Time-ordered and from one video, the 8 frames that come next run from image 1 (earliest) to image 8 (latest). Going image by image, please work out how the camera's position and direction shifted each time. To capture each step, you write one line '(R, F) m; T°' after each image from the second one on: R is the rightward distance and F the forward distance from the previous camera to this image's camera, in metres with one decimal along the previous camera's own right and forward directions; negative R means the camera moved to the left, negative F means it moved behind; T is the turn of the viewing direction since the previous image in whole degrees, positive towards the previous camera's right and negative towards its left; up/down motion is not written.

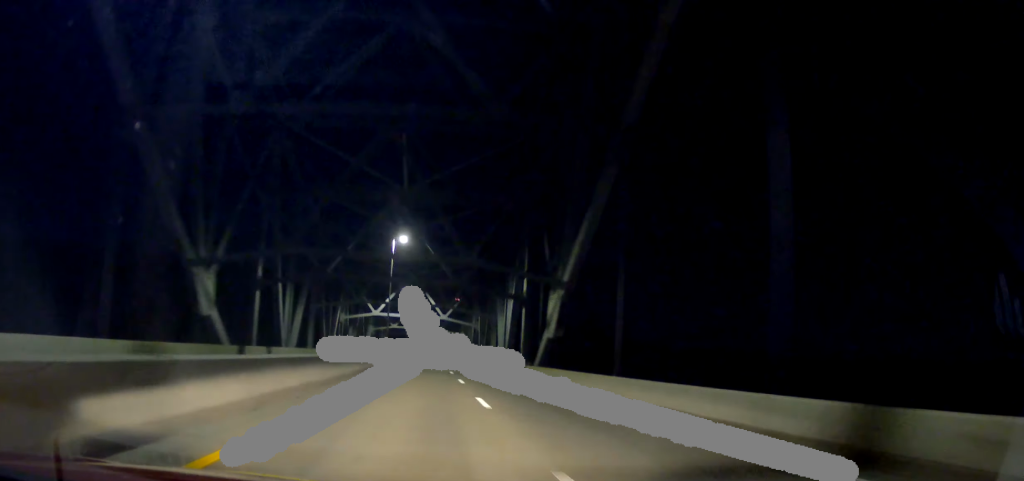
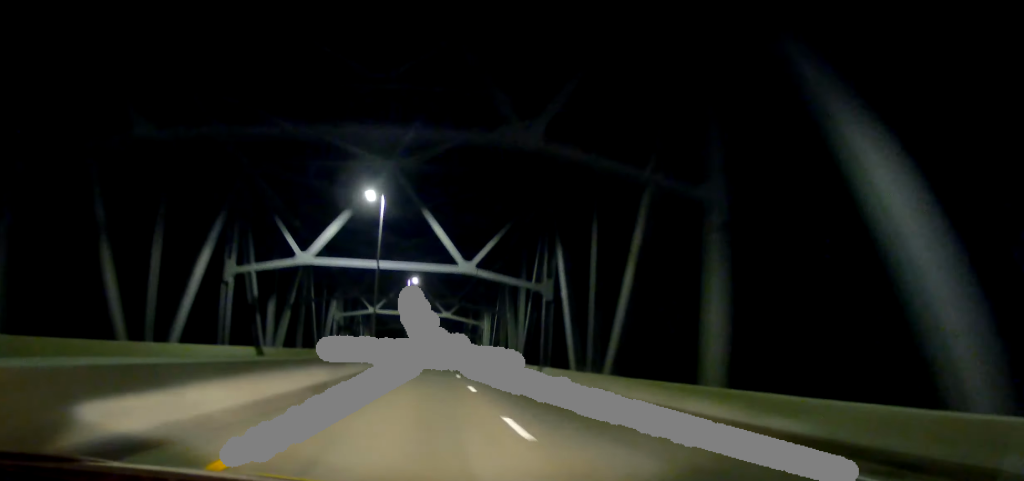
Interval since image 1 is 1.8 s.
(+0.7, +54.1) m; +2°
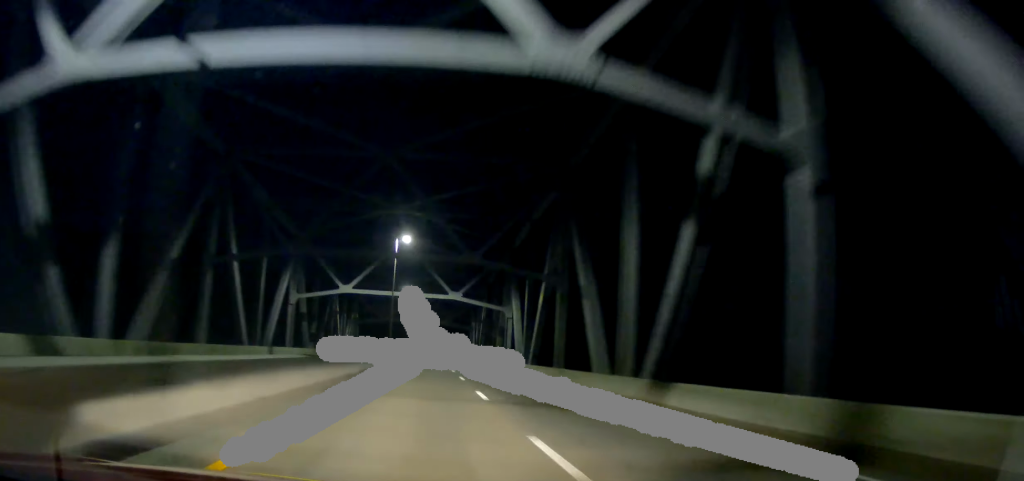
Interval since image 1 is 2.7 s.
(+0.1, +27.4) m; -1°
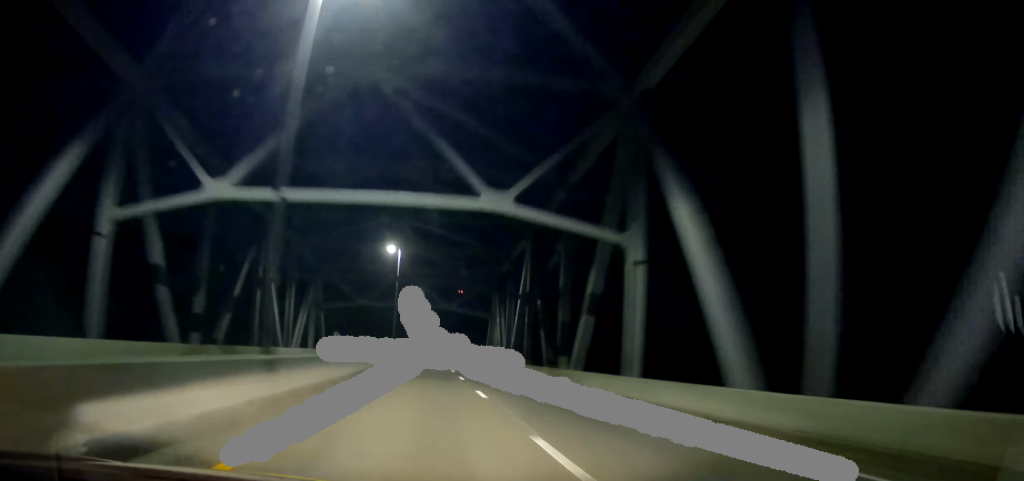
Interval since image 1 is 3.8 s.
(-0.6, +35.6) m; 0°
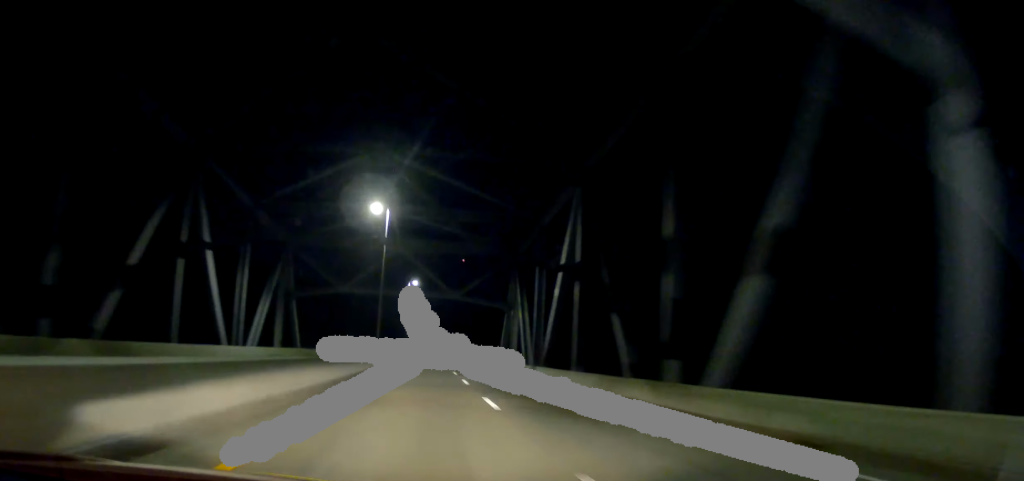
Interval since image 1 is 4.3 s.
(-0.2, +15.4) m; +1°
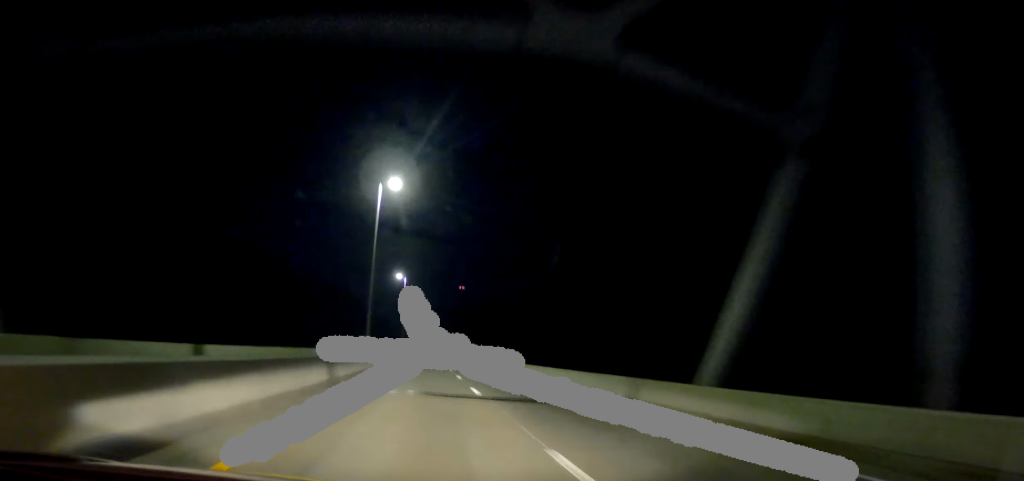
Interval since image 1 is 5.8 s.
(+0.7, +46.1) m; 0°
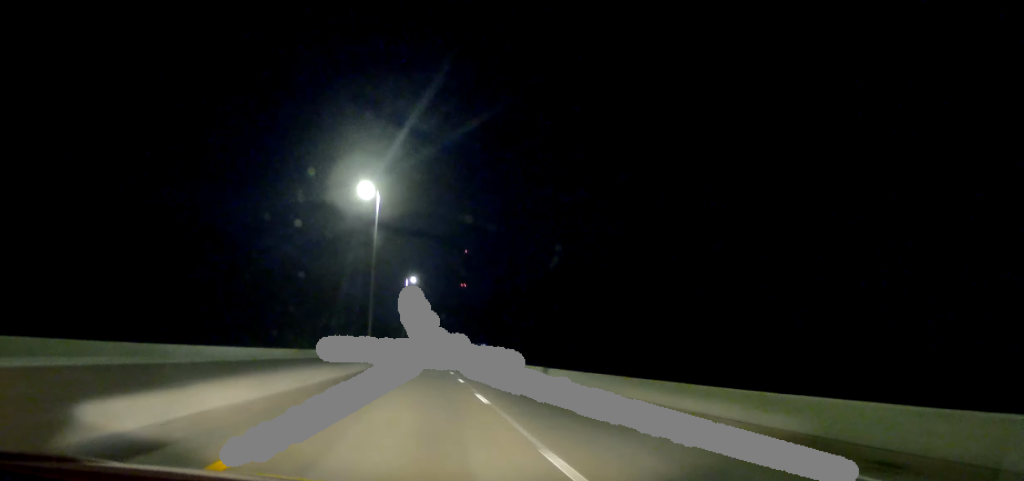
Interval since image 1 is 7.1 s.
(-0.5, +39.1) m; 0°
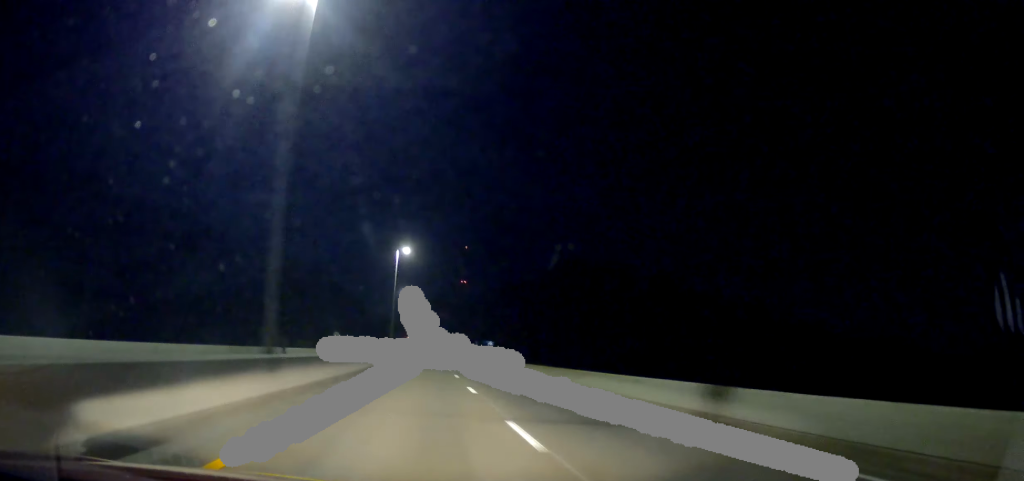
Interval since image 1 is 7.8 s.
(+0.1, +20.8) m; +1°
